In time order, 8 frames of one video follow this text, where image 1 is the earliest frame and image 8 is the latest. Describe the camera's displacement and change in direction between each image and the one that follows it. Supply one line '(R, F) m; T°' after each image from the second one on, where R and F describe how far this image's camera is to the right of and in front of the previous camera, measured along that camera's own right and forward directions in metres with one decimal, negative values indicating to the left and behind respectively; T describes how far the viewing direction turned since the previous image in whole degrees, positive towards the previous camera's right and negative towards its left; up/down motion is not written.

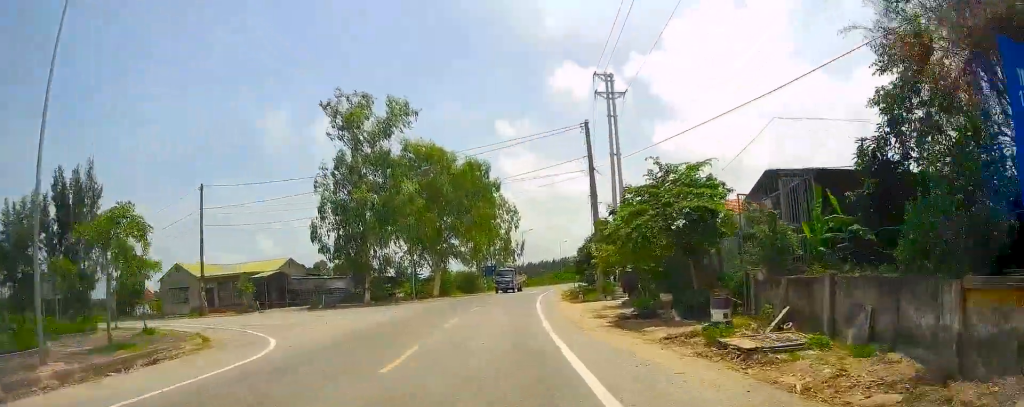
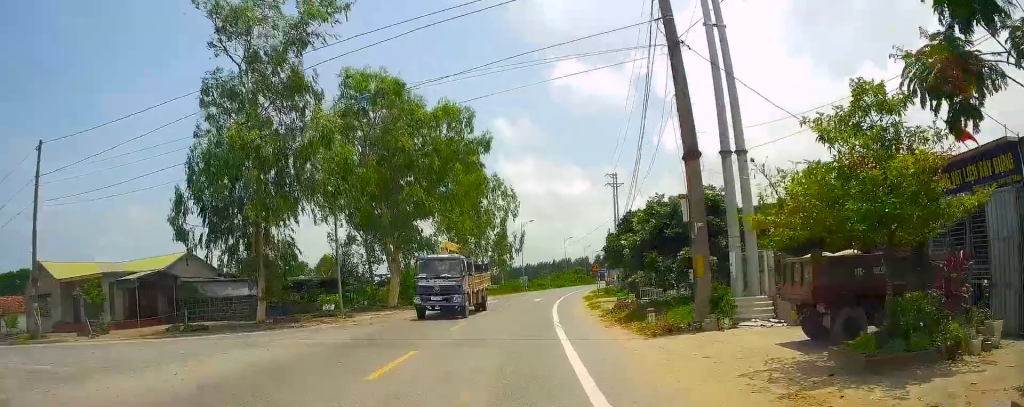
(-1.8, +22.5) m; -6°
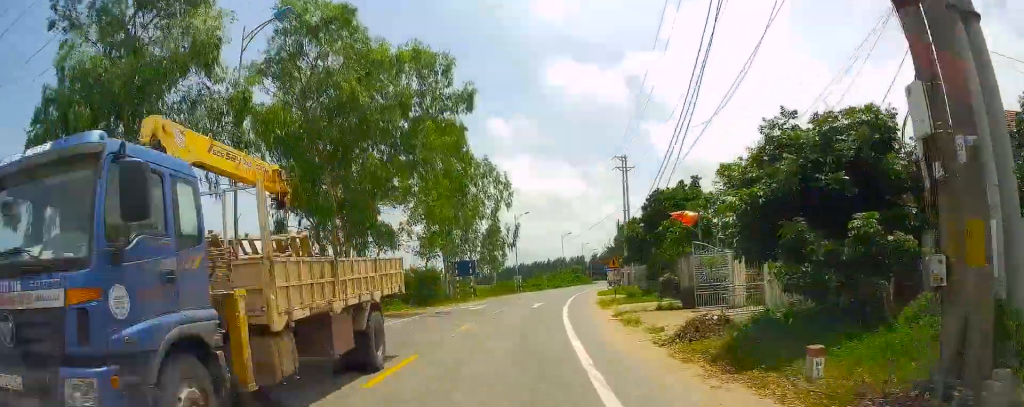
(-0.4, +11.9) m; +12°
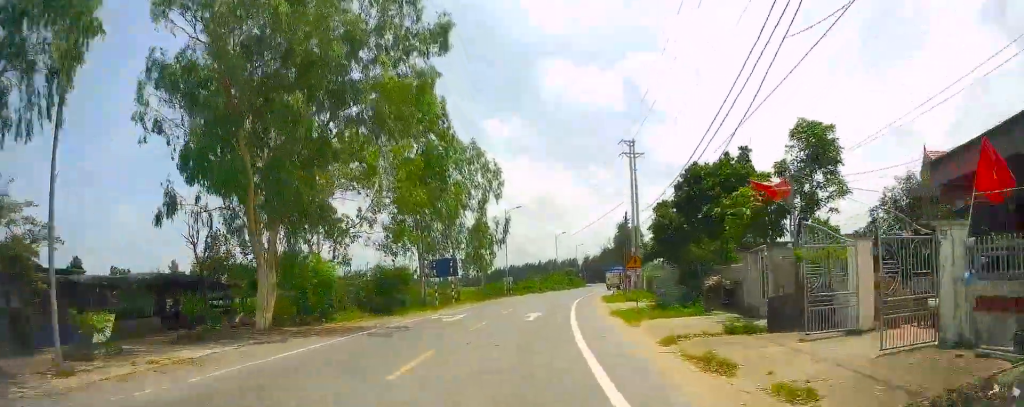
(+1.9, +7.6) m; +7°
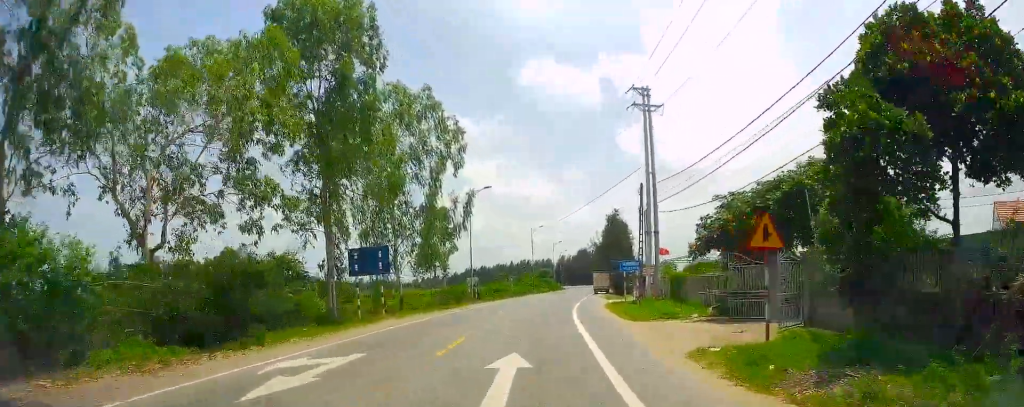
(+0.9, +15.3) m; -2°
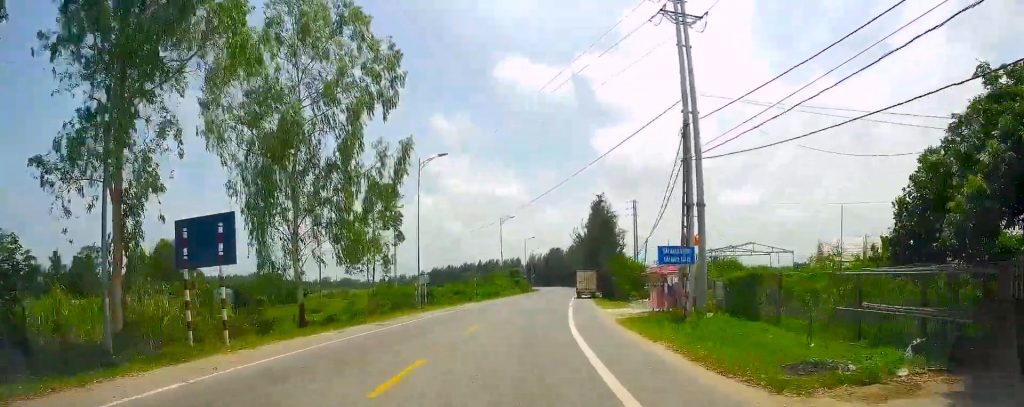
(-1.0, +14.6) m; -3°
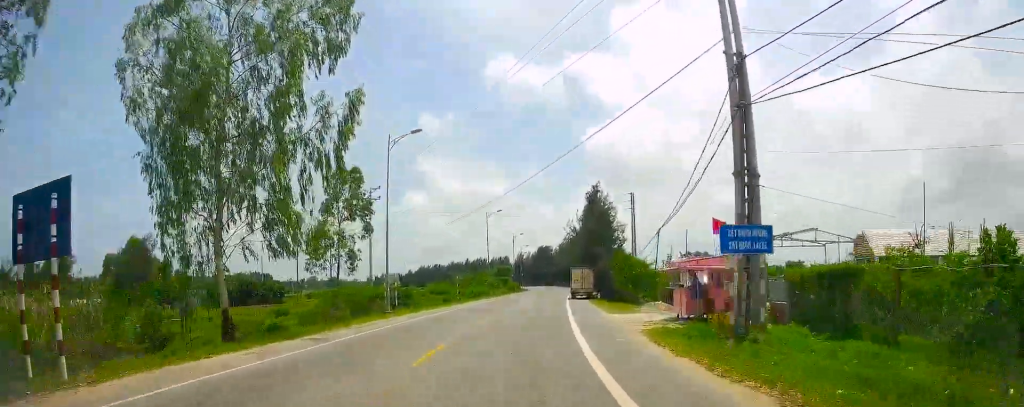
(0.0, +6.6) m; +1°
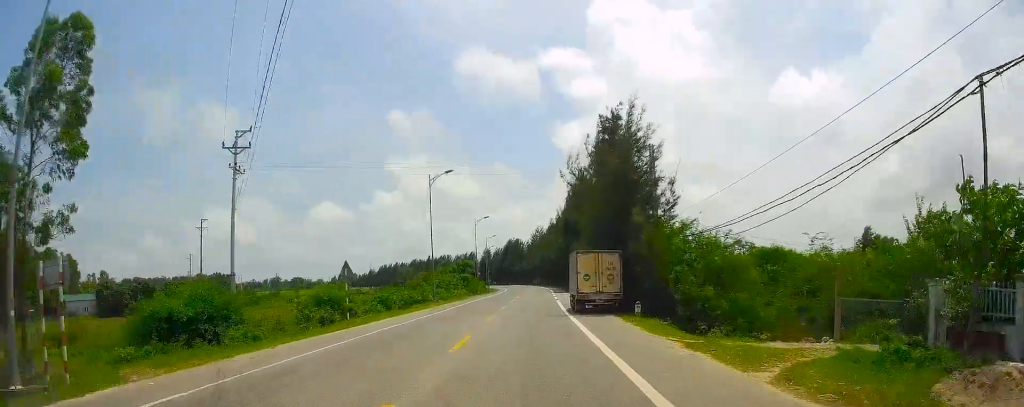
(+1.9, +26.9) m; +8°
